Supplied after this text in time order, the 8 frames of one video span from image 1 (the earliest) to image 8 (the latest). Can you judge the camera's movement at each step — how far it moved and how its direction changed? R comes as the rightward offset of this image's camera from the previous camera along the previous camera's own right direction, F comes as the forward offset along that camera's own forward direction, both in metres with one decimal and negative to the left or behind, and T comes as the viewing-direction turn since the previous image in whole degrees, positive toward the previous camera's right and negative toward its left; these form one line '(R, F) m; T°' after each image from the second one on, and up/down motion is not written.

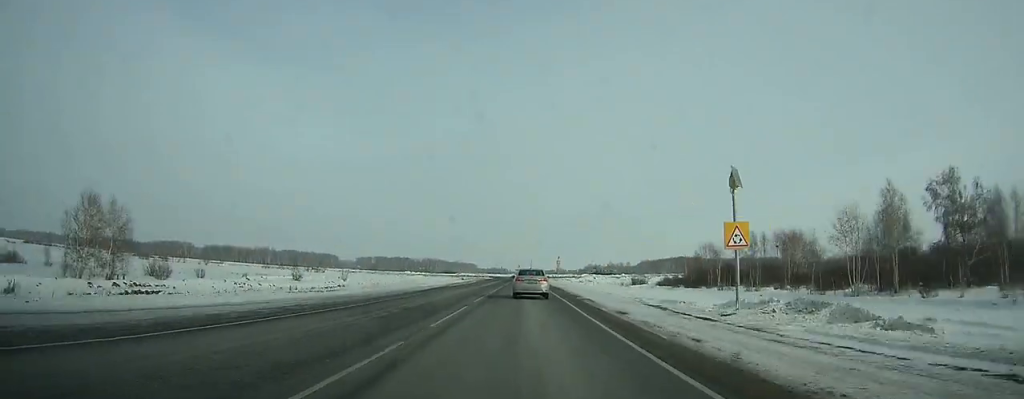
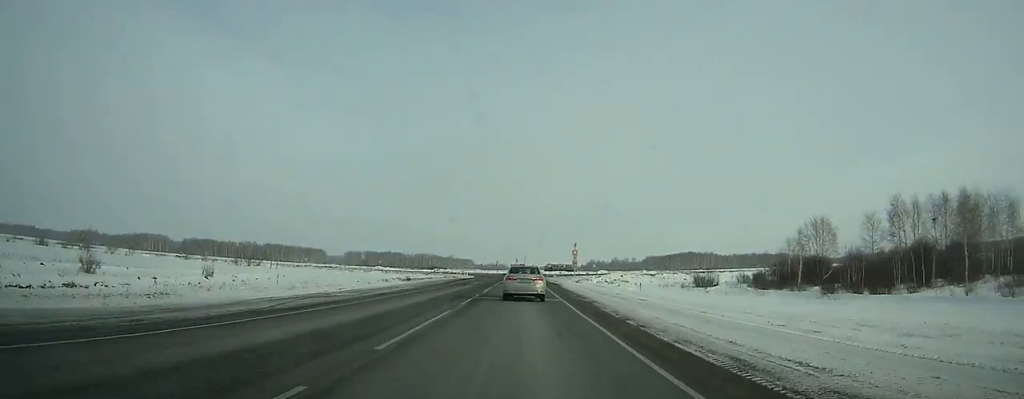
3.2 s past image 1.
(+0.4, +50.4) m; 0°
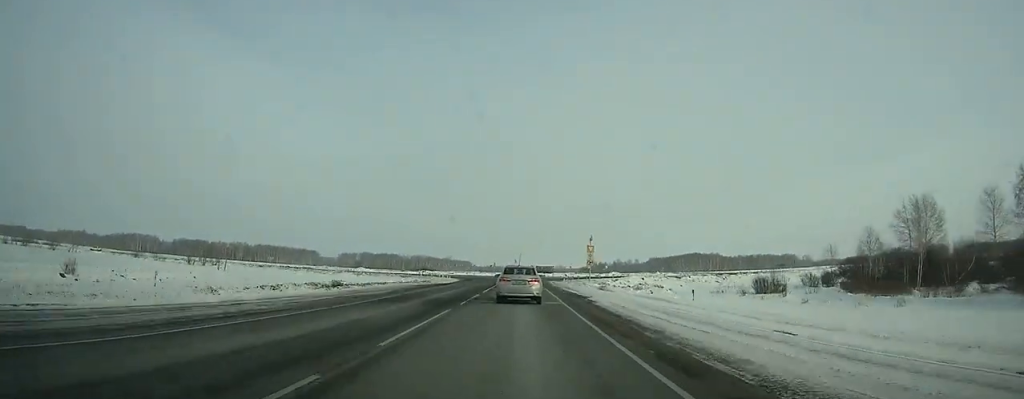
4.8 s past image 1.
(-0.1, +22.8) m; 0°
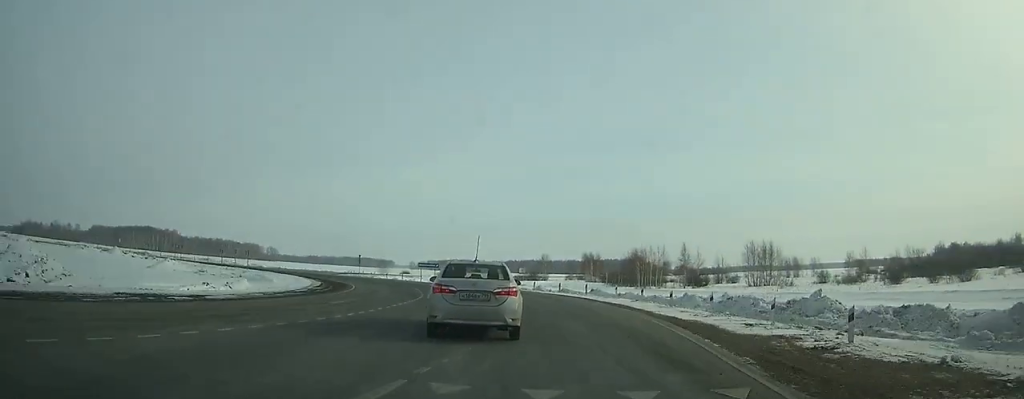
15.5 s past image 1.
(+30.1, +113.6) m; +45°
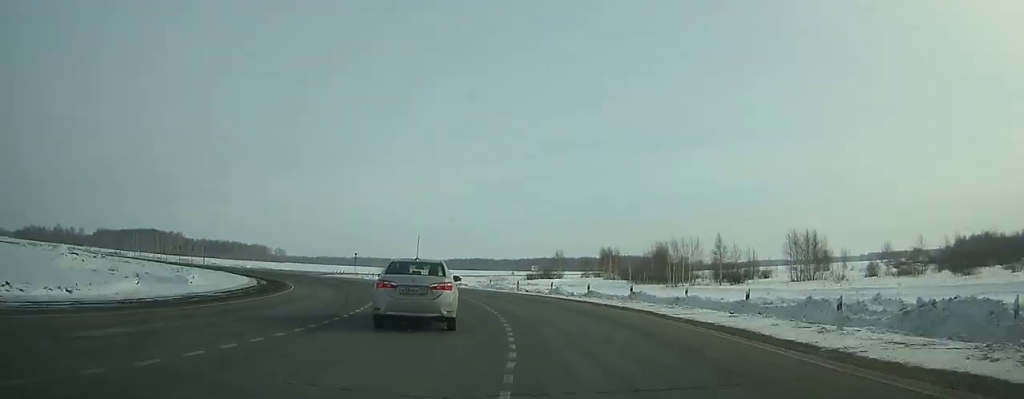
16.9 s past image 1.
(+0.3, +14.2) m; -3°
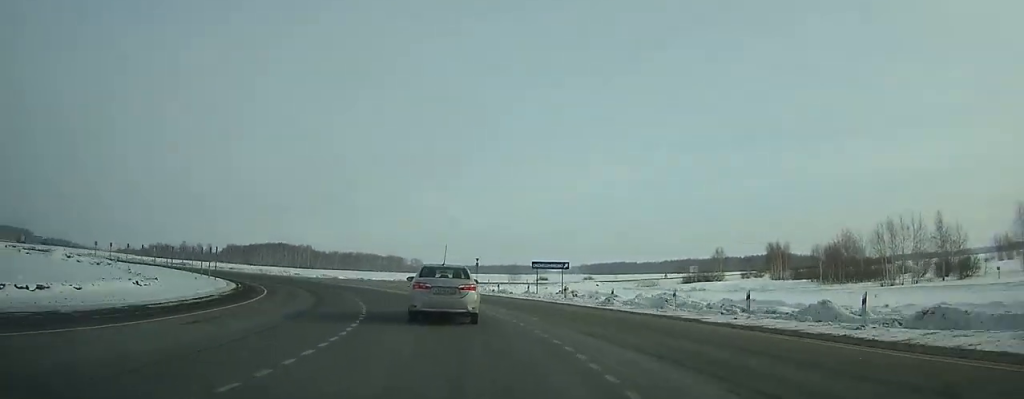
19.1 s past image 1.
(+0.4, +22.2) m; -11°
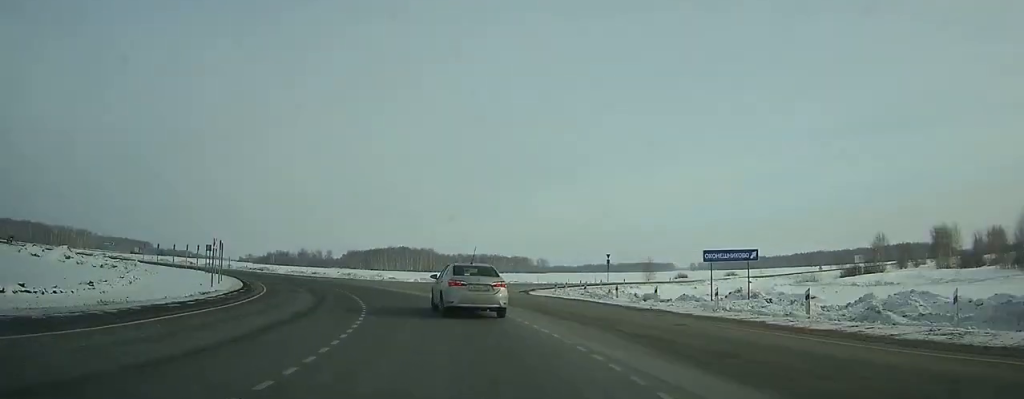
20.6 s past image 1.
(-2.5, +15.6) m; -13°
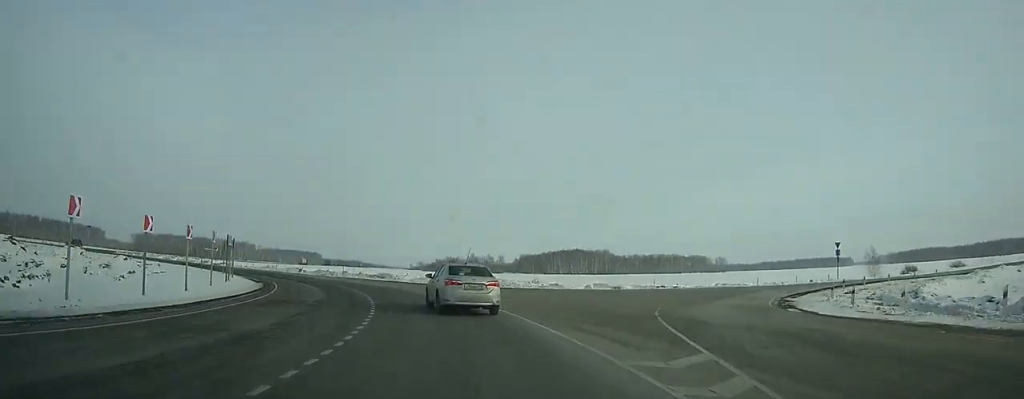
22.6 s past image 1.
(-2.8, +20.7) m; -18°
